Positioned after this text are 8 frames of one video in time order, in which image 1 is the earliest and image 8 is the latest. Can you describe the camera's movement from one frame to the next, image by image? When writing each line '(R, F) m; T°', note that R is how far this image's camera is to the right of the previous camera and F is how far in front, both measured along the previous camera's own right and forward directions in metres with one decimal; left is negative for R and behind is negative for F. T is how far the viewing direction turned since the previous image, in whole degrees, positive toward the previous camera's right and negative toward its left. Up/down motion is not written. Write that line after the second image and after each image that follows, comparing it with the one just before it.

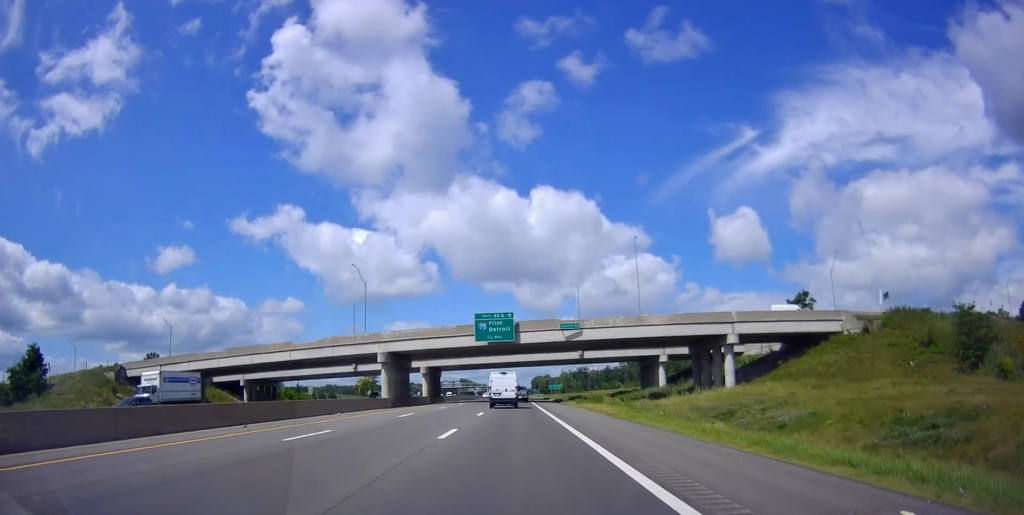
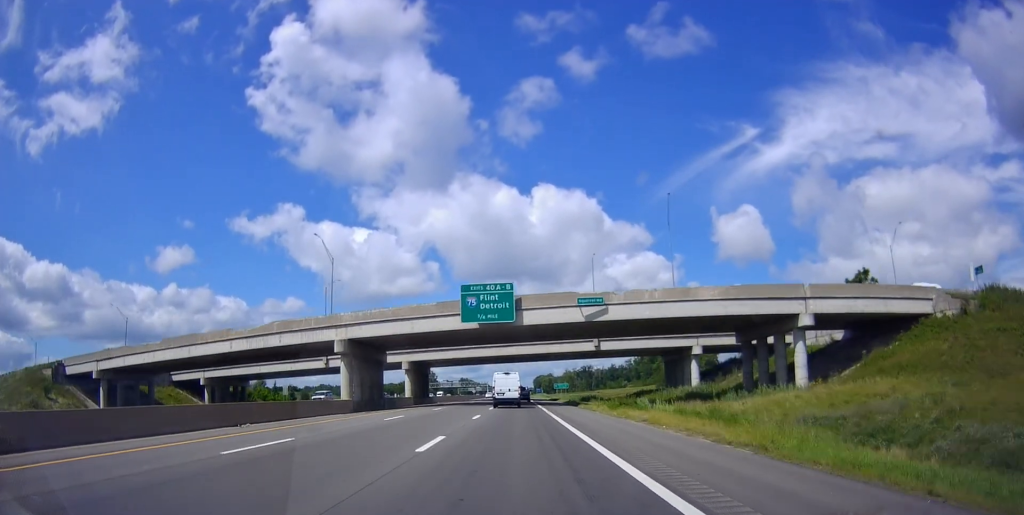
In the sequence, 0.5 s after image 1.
(-0.1, +18.7) m; 0°
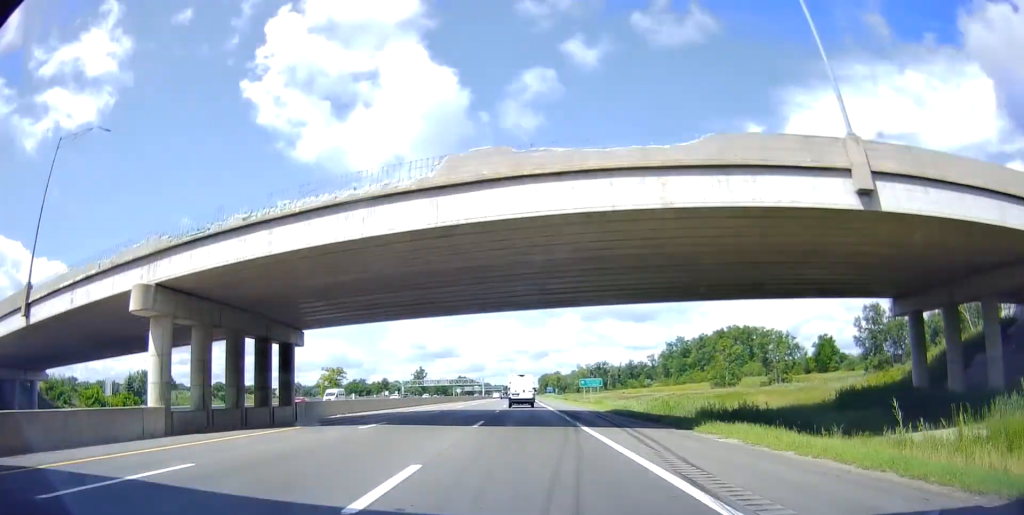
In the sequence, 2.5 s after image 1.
(+1.9, +67.4) m; +1°
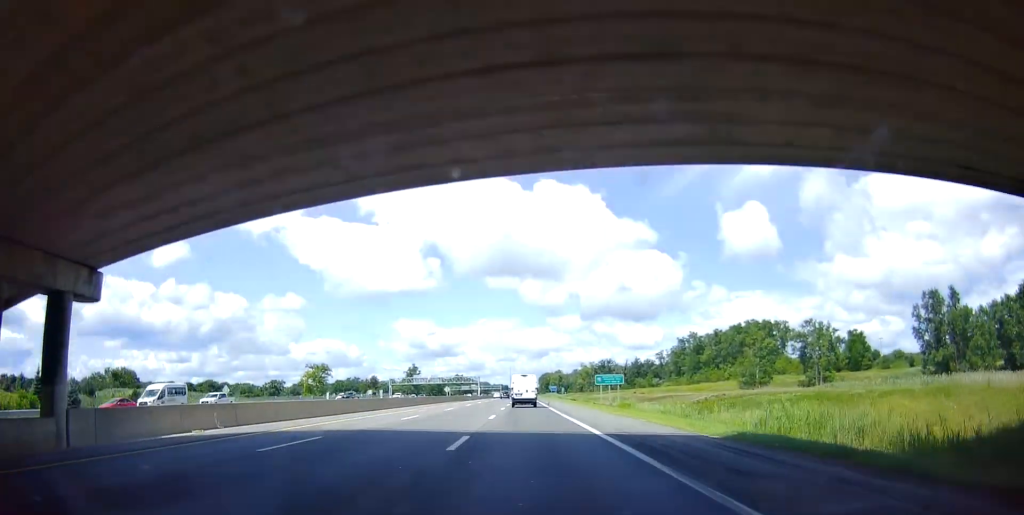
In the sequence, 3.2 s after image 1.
(-0.5, +24.1) m; -1°
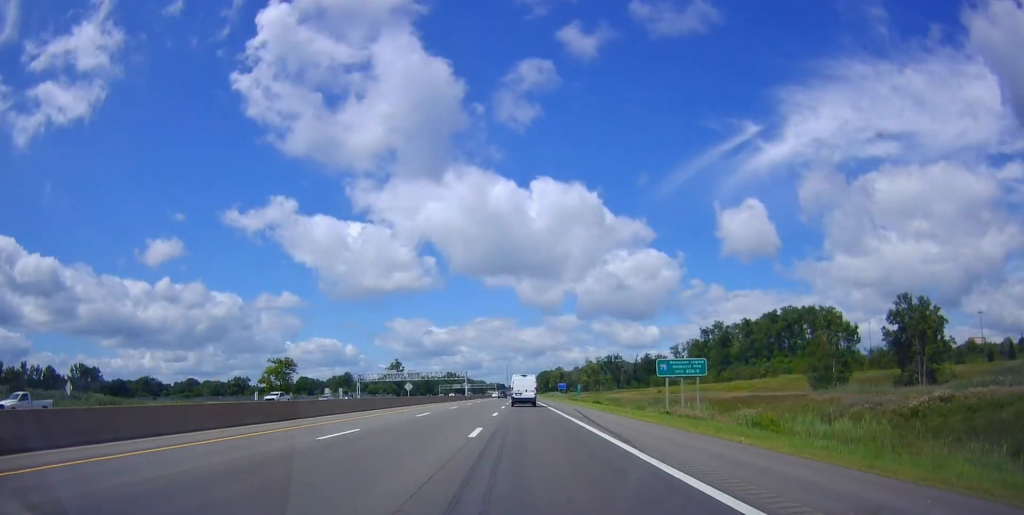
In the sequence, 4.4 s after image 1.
(0.0, +42.3) m; -1°
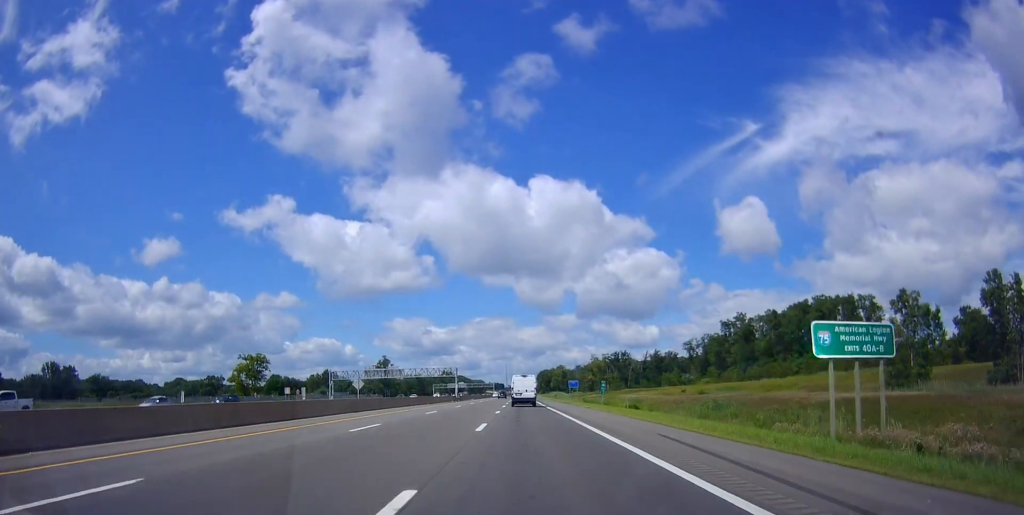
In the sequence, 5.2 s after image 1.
(-0.6, +27.3) m; 0°
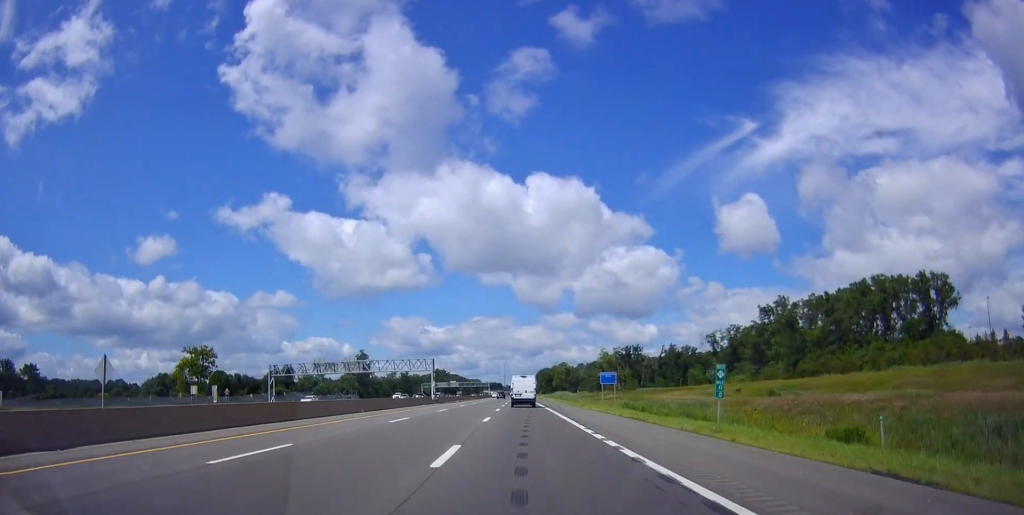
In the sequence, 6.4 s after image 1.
(+0.5, +39.9) m; +1°
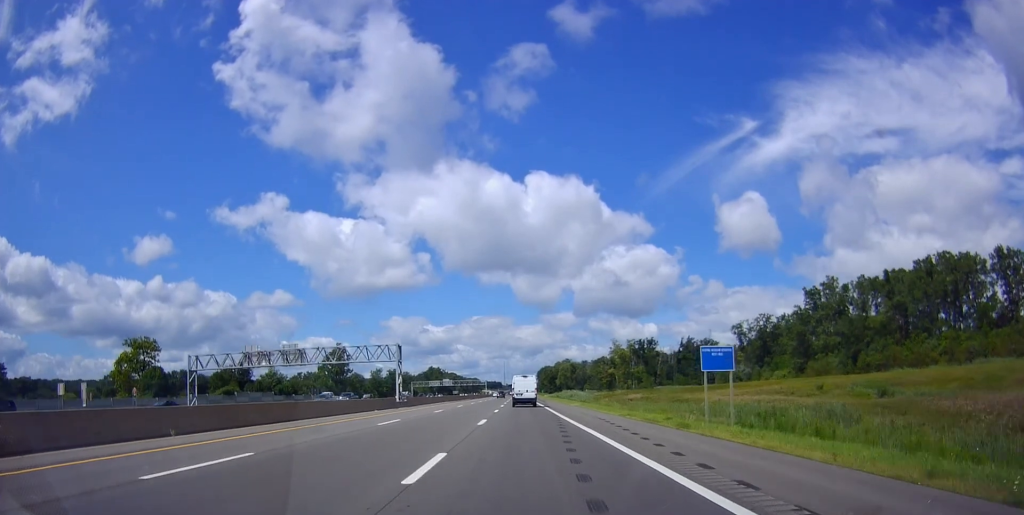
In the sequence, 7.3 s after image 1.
(+0.1, +33.1) m; 0°
